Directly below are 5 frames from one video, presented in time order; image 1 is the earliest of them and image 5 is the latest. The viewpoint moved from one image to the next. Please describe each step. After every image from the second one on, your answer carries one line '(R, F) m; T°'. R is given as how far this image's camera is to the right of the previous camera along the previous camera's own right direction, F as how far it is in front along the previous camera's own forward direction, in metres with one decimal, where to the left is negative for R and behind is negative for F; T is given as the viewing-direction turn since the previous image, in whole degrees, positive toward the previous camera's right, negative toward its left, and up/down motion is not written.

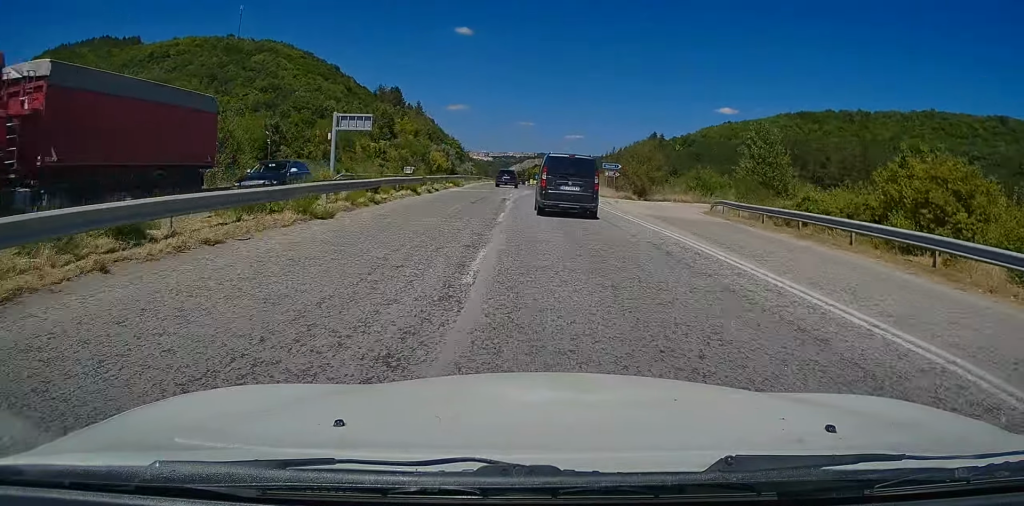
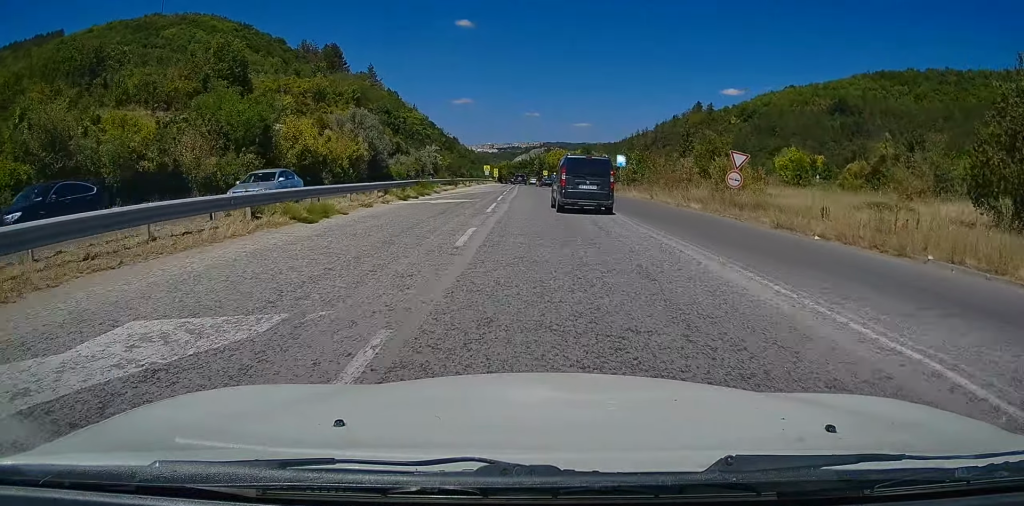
(-0.7, +105.9) m; -1°
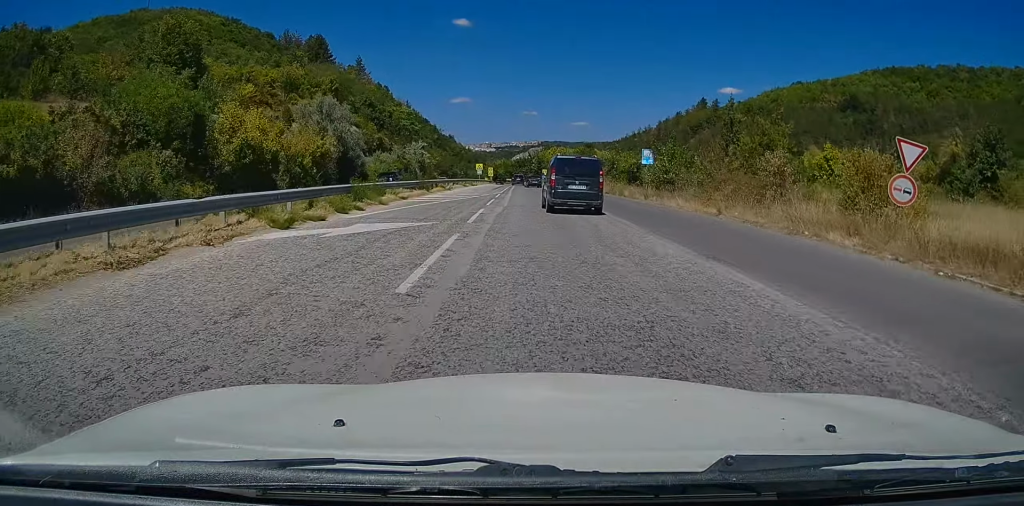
(0.0, +12.8) m; 0°
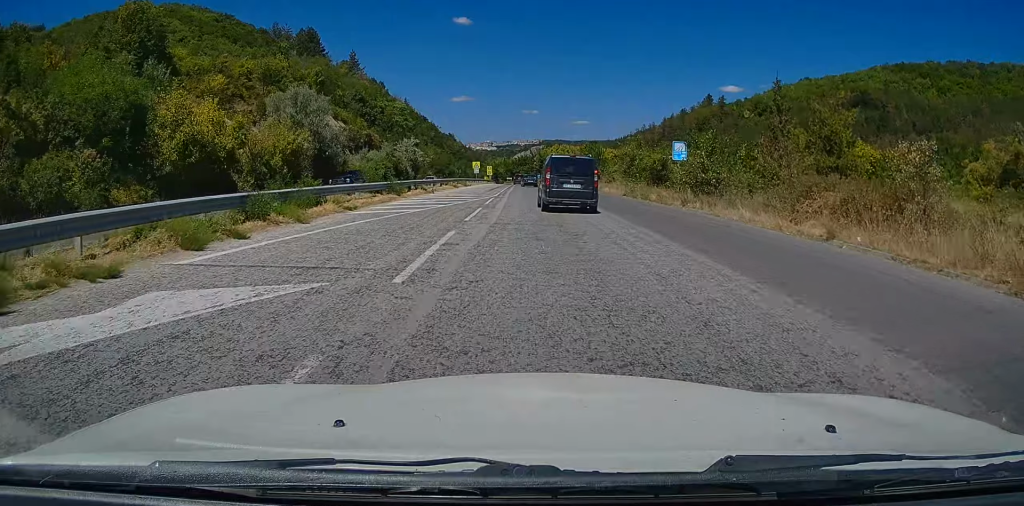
(0.0, +8.4) m; 0°
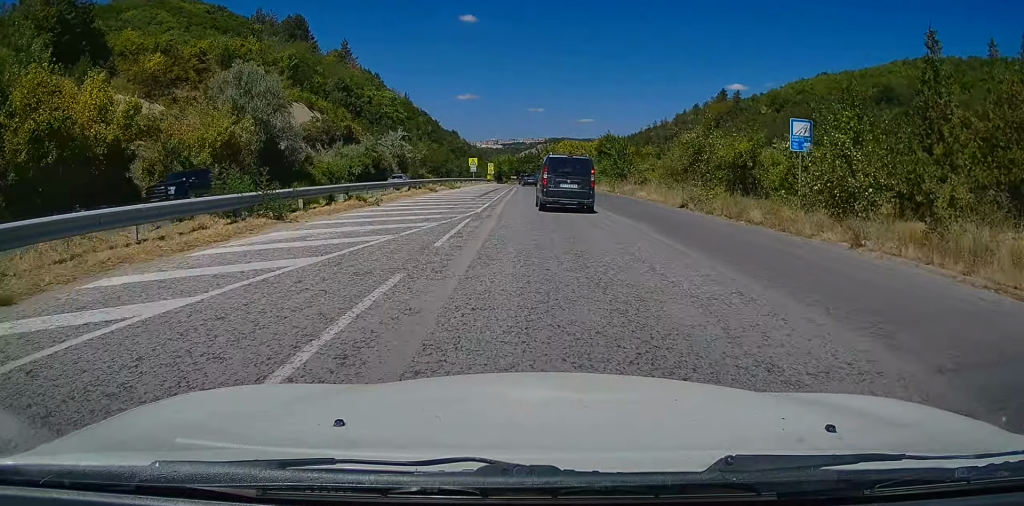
(+0.1, +14.4) m; 0°
